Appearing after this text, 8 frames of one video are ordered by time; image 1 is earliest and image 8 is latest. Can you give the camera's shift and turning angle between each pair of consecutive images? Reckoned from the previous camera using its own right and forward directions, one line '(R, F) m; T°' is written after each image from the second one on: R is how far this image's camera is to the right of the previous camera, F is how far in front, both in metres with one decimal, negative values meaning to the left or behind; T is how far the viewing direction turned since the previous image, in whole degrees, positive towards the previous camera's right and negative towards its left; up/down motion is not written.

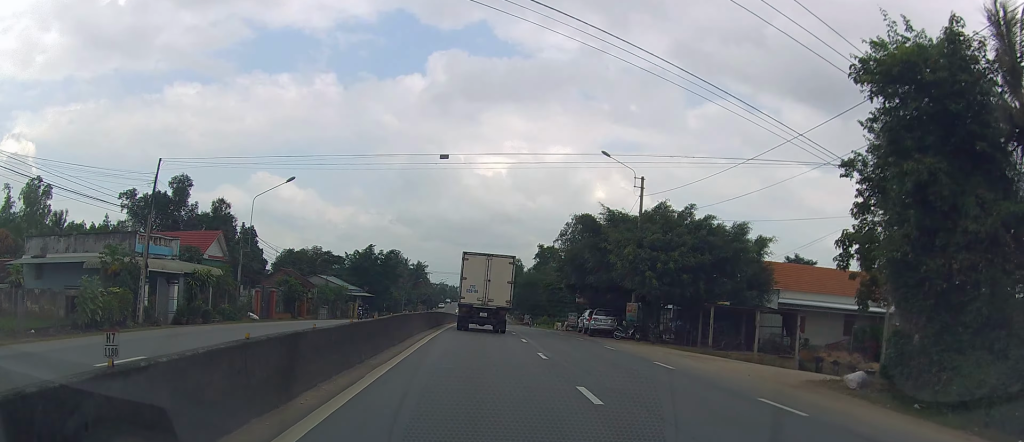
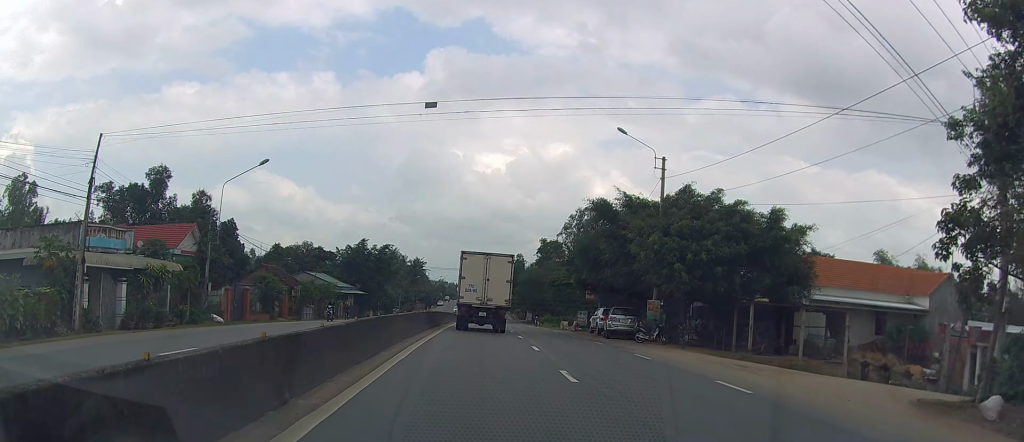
(-0.1, +5.7) m; +2°
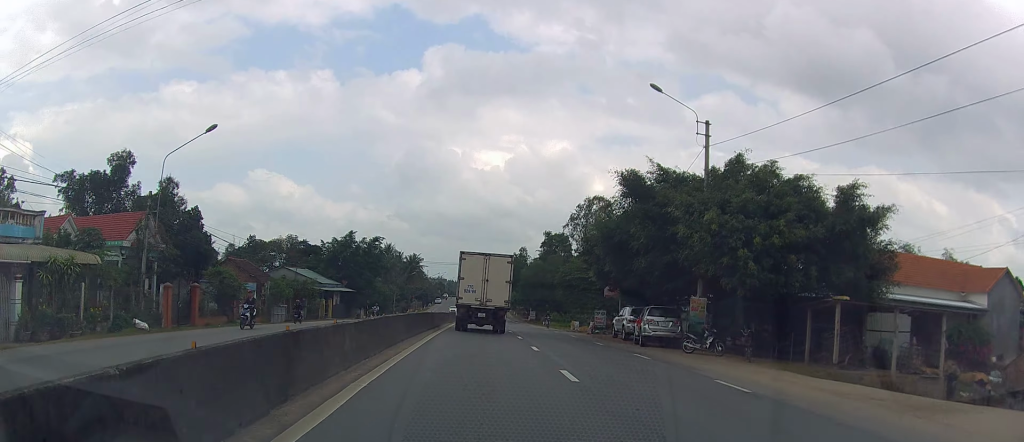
(+0.1, +8.2) m; +2°
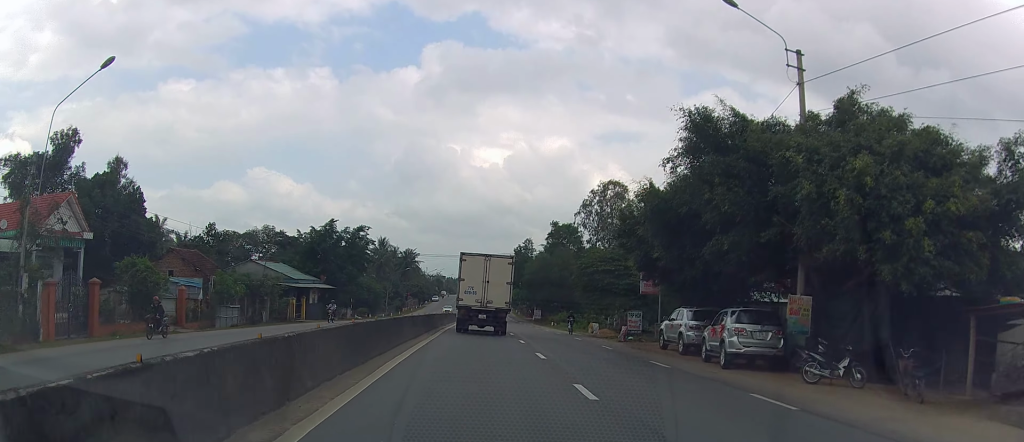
(+0.7, +10.4) m; 0°
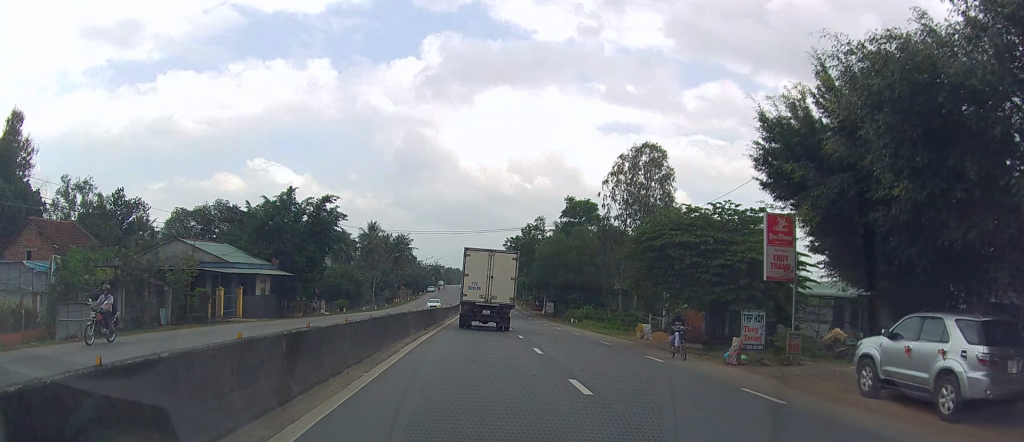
(-1.3, +16.1) m; -4°
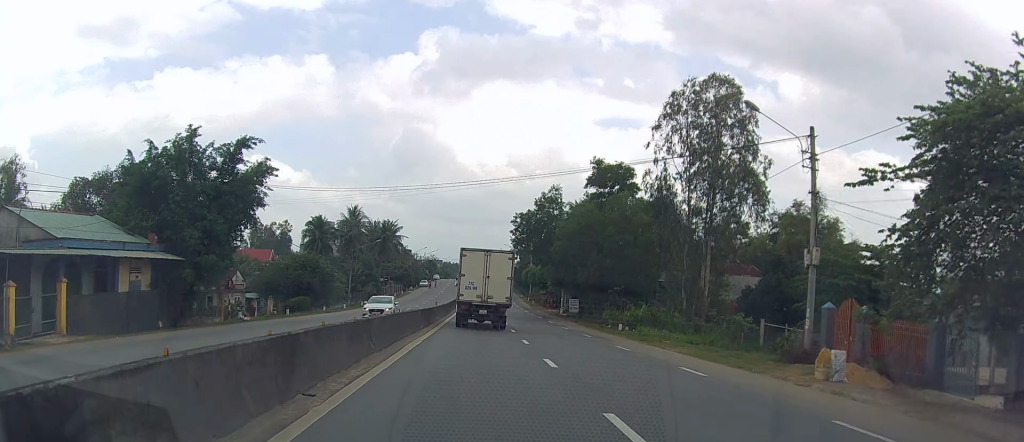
(0.0, +20.6) m; 0°
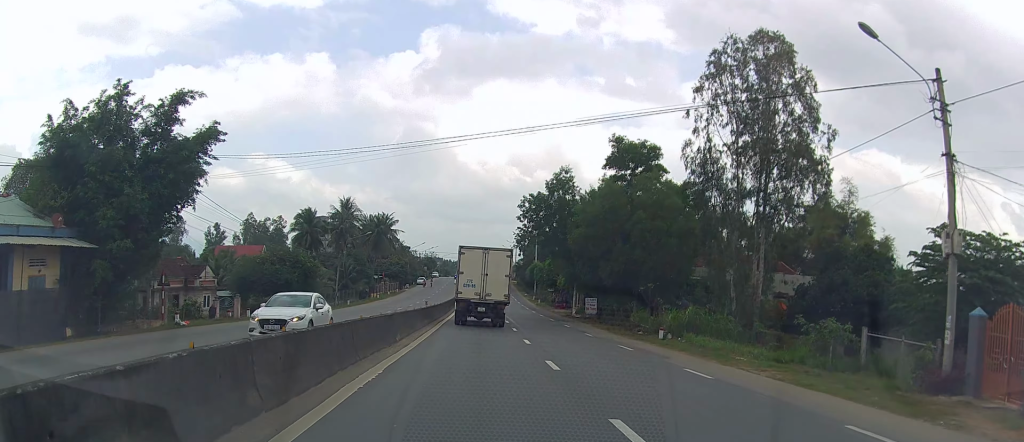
(0.0, +8.8) m; 0°
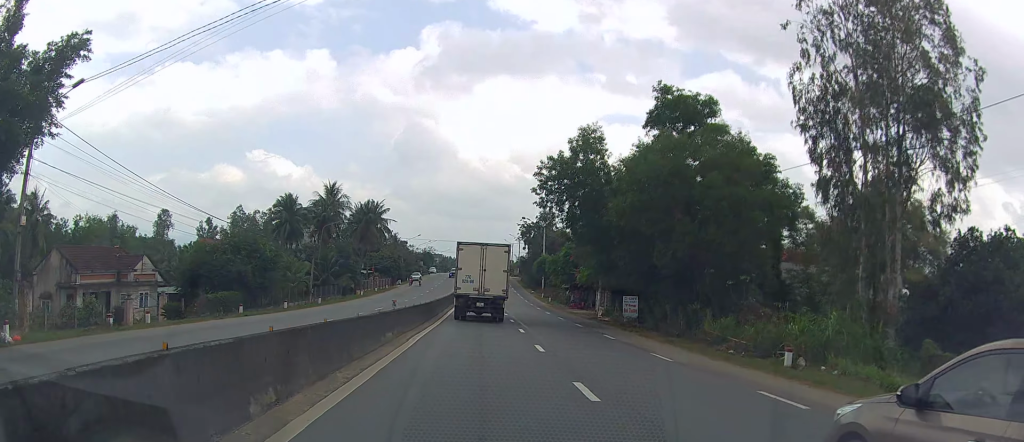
(0.0, +13.5) m; 0°
